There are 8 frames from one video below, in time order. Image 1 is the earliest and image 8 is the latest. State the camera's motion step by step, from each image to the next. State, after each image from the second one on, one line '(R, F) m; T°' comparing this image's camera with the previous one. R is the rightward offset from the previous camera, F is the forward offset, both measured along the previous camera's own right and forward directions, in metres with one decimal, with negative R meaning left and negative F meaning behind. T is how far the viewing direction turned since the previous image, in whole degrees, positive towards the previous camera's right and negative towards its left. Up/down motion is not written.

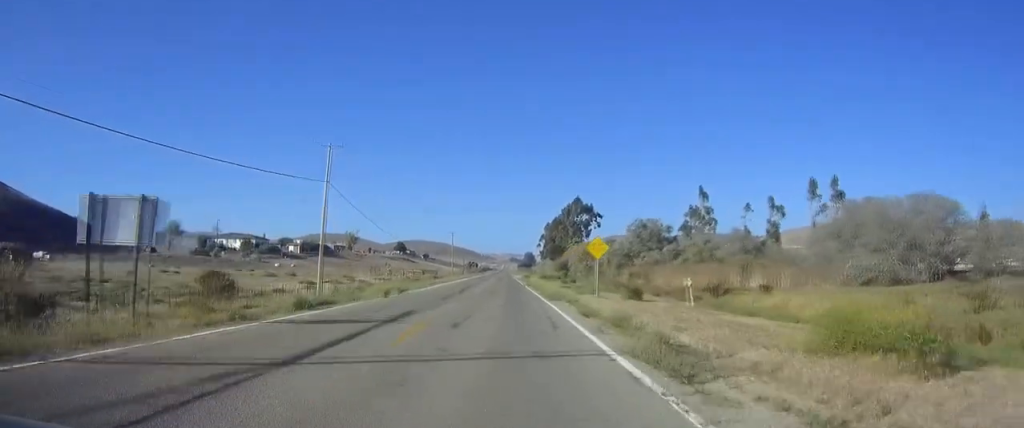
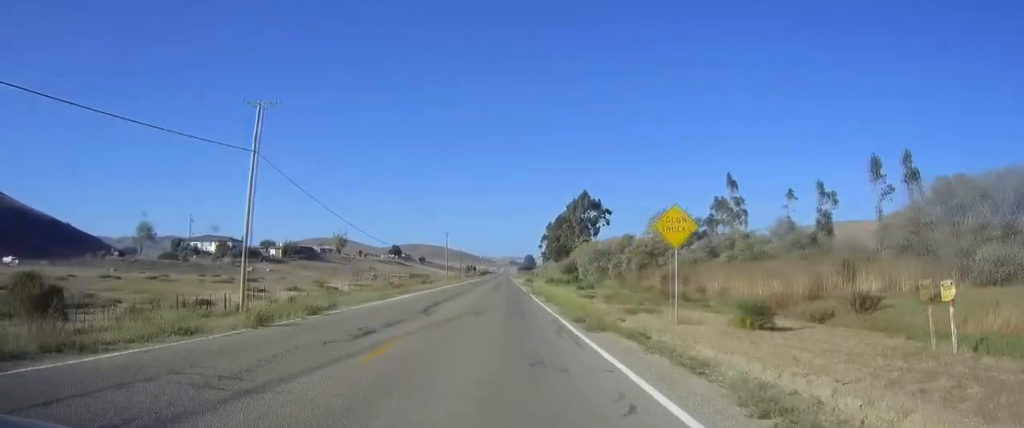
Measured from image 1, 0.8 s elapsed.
(-0.1, +16.2) m; 0°
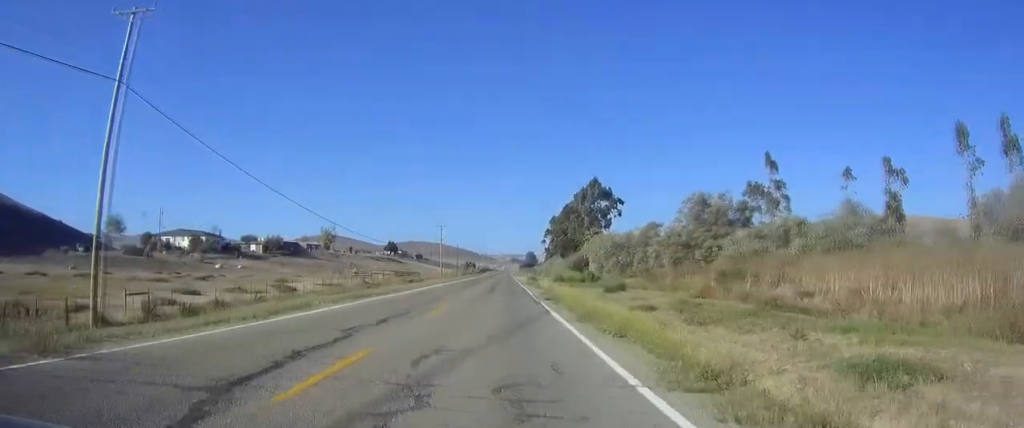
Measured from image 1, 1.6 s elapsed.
(0.0, +15.5) m; 0°
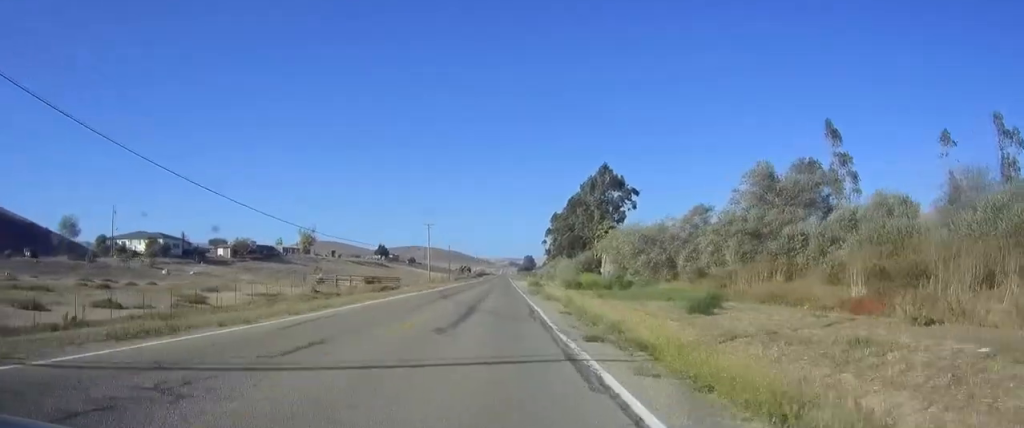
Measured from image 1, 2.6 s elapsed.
(+0.2, +19.1) m; 0°
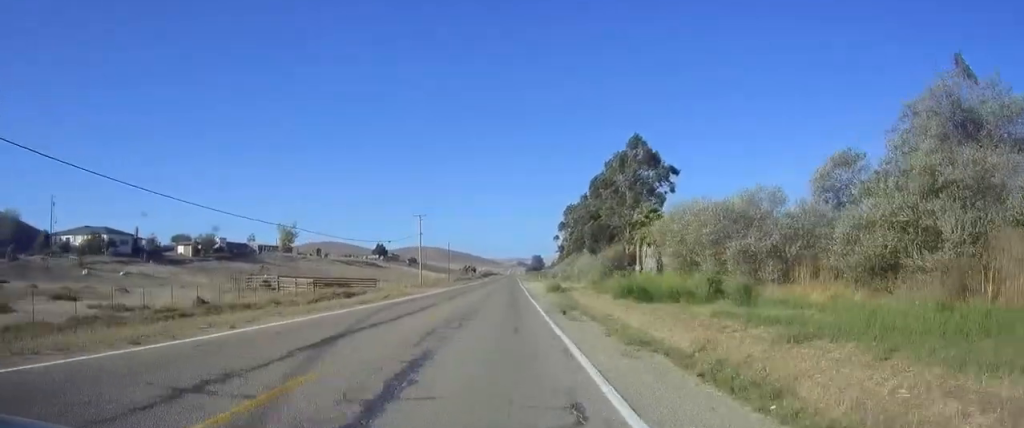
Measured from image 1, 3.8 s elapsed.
(-0.3, +24.0) m; -1°
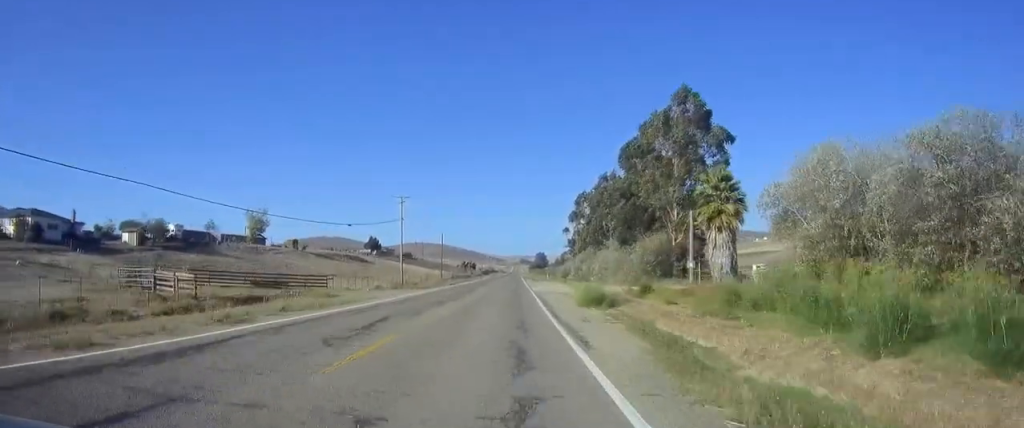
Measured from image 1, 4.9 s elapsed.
(-0.2, +23.6) m; -1°
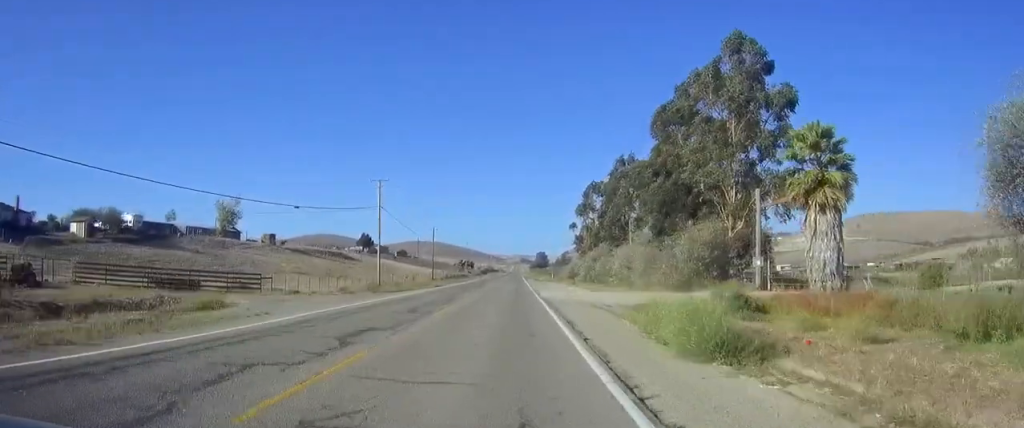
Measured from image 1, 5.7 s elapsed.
(0.0, +16.9) m; 0°
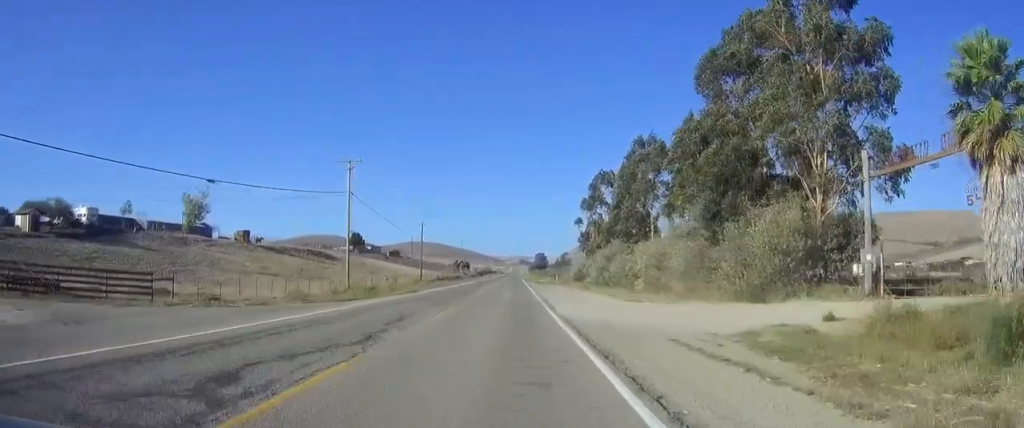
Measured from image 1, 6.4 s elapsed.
(-0.1, +15.0) m; 0°
